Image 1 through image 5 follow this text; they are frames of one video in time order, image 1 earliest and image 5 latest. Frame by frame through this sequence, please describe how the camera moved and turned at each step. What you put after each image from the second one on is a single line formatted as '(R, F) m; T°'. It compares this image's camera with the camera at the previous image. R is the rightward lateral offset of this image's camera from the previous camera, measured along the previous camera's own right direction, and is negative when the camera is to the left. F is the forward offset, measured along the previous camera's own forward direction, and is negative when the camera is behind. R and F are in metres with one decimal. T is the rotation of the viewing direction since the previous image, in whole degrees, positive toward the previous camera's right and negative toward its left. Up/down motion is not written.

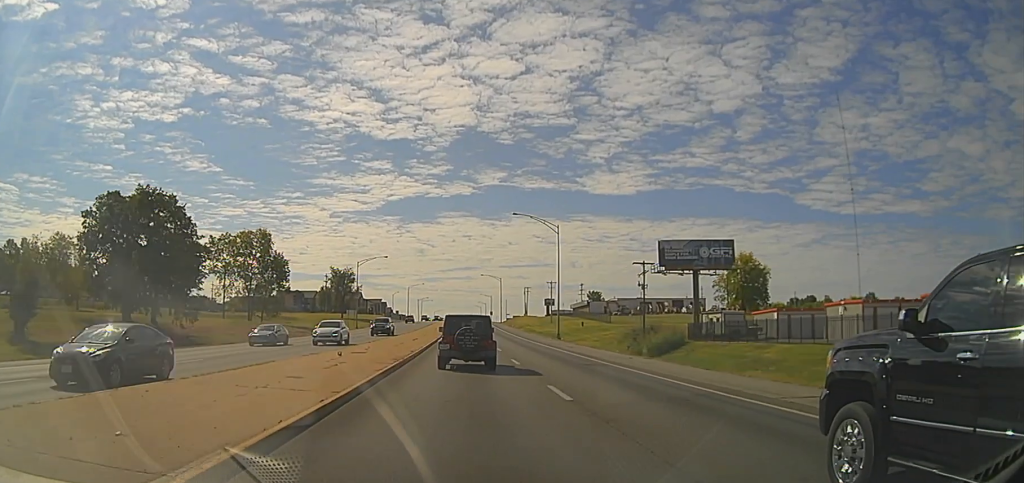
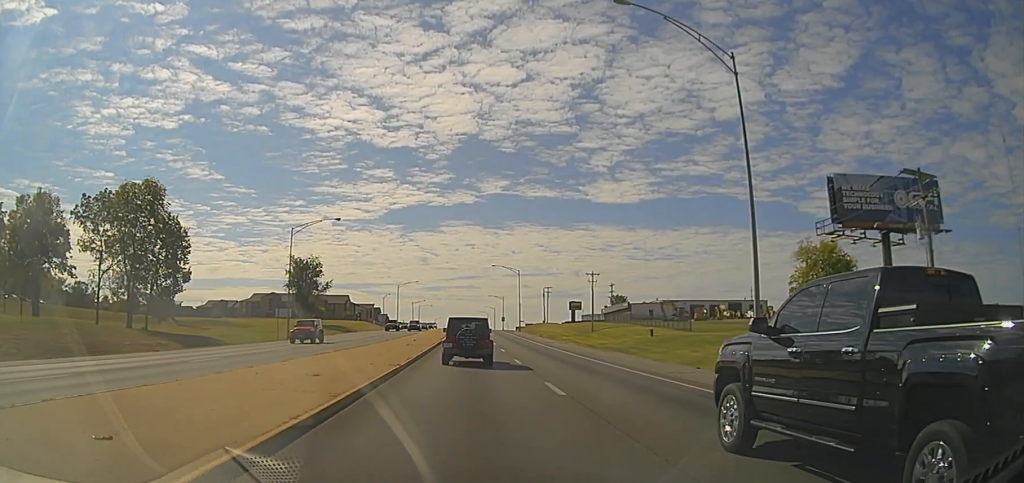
(-0.7, +47.6) m; -1°
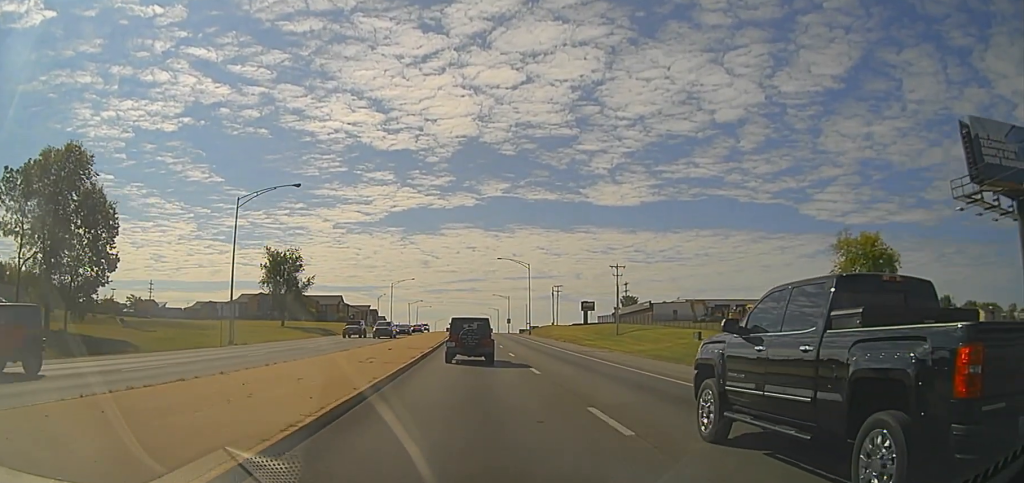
(+0.2, +17.8) m; 0°
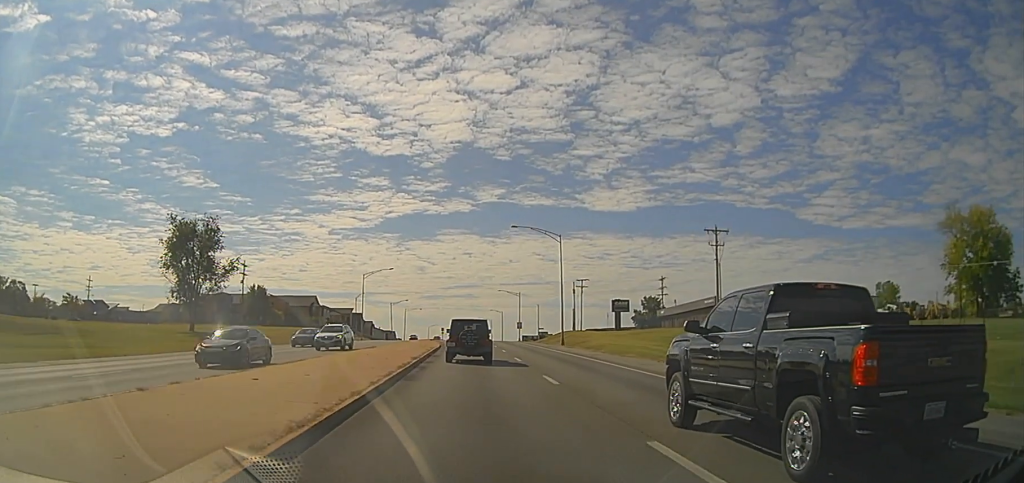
(-0.5, +40.5) m; -1°
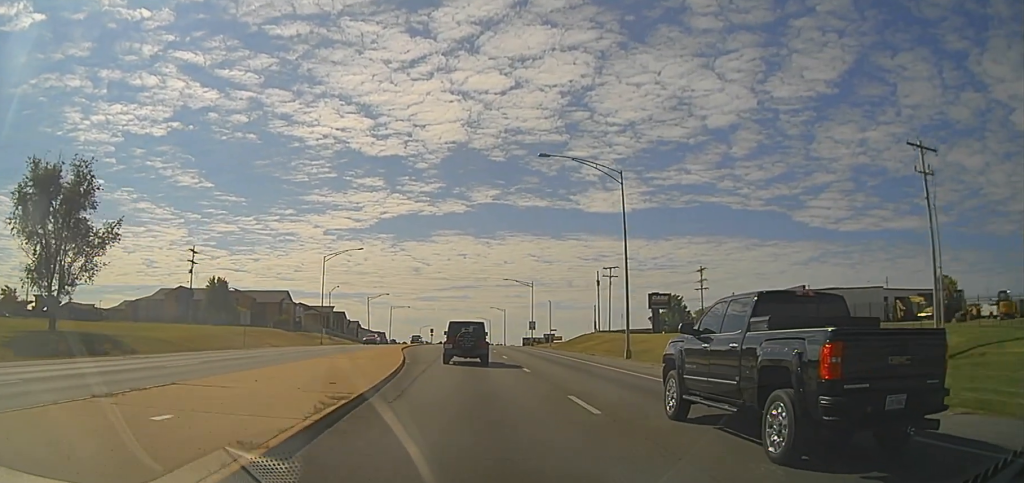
(-0.2, +30.5) m; 0°
